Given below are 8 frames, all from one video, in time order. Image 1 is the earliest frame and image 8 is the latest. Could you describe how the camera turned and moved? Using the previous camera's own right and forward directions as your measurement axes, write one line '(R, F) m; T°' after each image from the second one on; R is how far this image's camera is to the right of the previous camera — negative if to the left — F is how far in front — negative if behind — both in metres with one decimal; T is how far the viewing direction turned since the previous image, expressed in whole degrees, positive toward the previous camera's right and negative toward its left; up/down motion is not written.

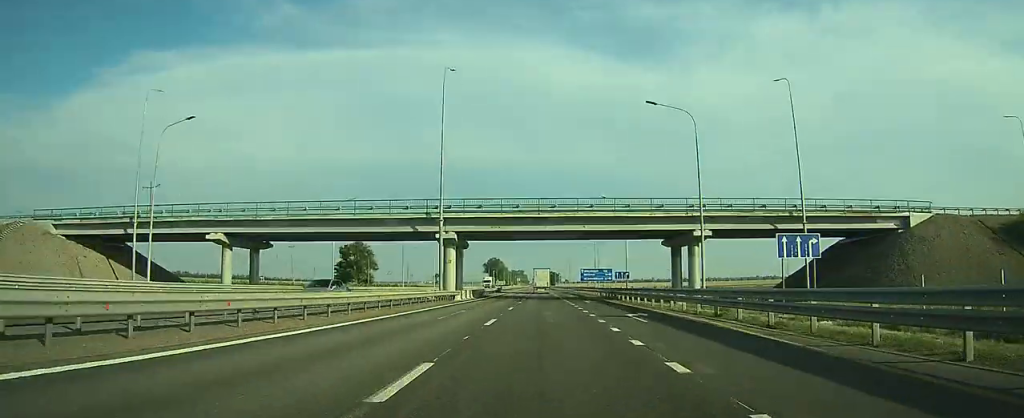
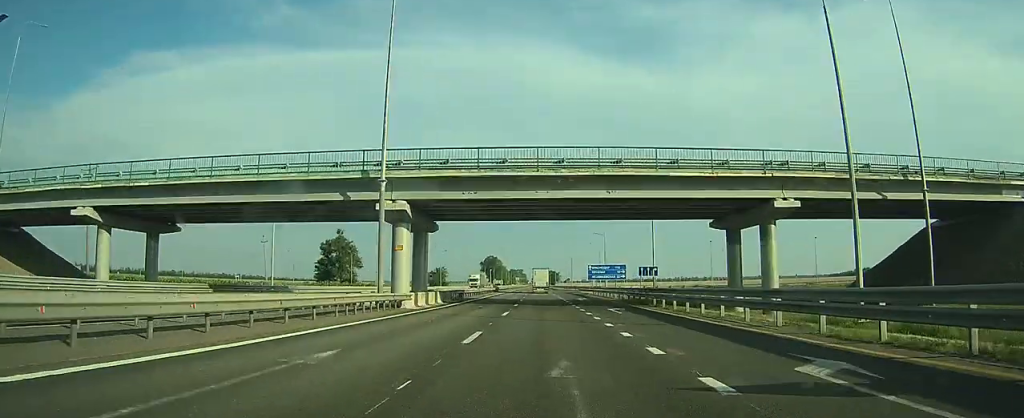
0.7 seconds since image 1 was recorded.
(0.0, +20.6) m; 0°
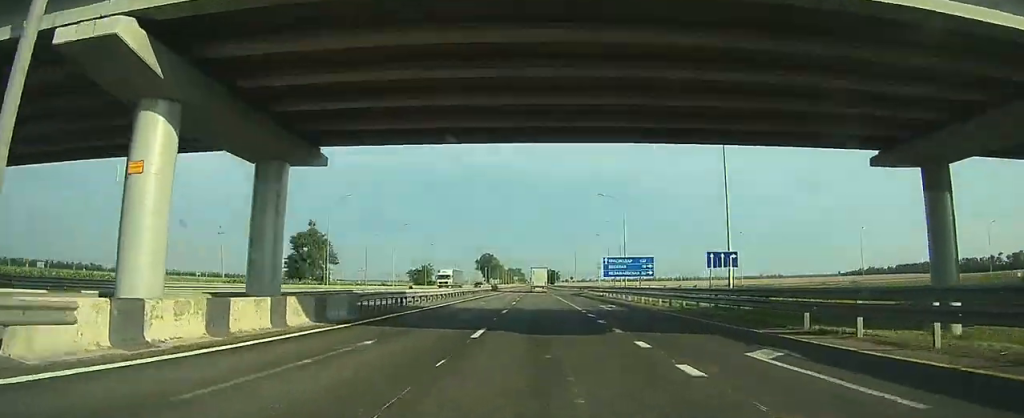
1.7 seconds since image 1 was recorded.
(0.0, +25.2) m; 0°
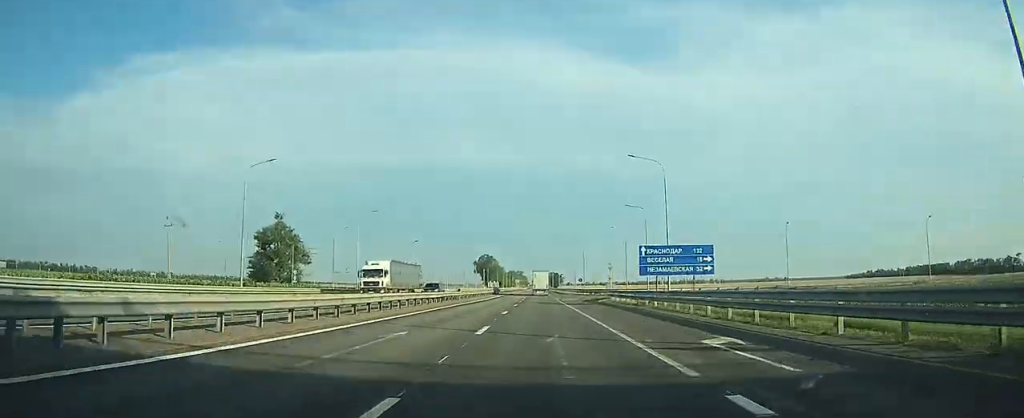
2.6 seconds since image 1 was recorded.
(0.0, +23.4) m; 0°
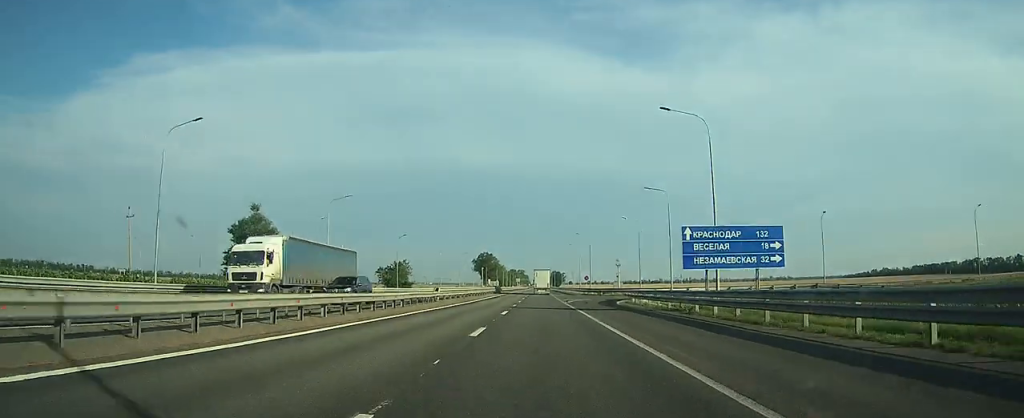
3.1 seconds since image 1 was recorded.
(0.0, +12.7) m; 0°
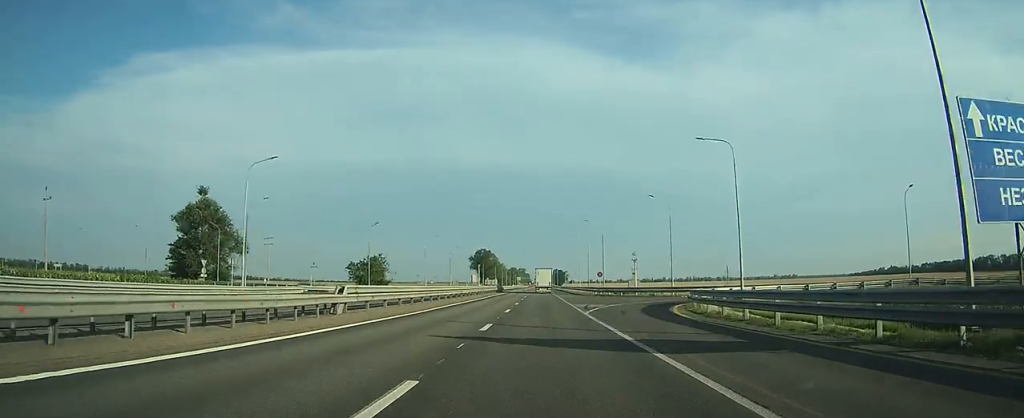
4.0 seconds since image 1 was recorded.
(0.0, +20.0) m; 0°
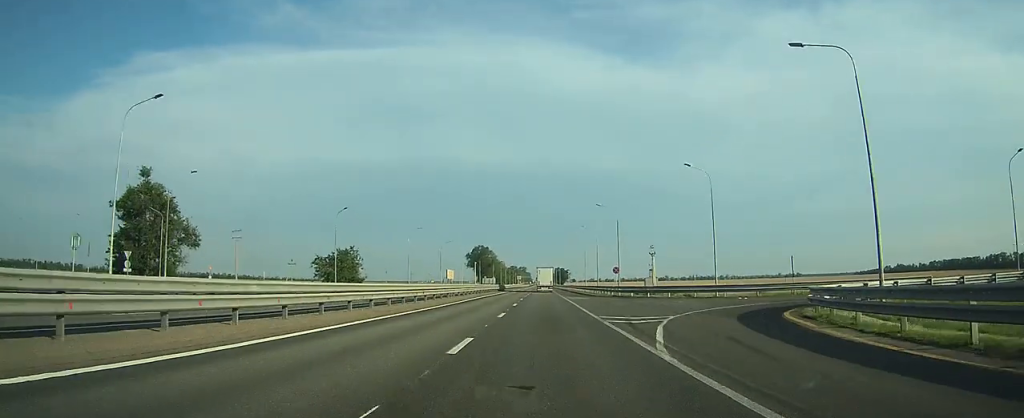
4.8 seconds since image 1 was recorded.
(0.0, +15.5) m; 0°
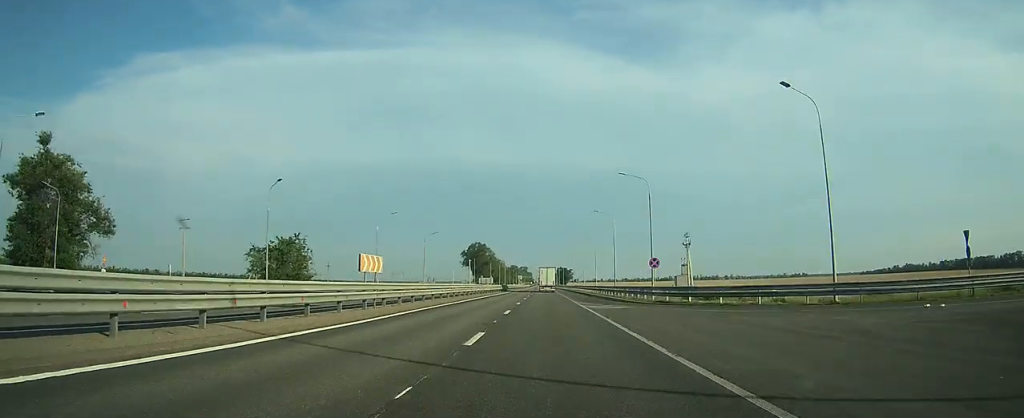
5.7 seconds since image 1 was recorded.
(0.0, +19.5) m; 0°
